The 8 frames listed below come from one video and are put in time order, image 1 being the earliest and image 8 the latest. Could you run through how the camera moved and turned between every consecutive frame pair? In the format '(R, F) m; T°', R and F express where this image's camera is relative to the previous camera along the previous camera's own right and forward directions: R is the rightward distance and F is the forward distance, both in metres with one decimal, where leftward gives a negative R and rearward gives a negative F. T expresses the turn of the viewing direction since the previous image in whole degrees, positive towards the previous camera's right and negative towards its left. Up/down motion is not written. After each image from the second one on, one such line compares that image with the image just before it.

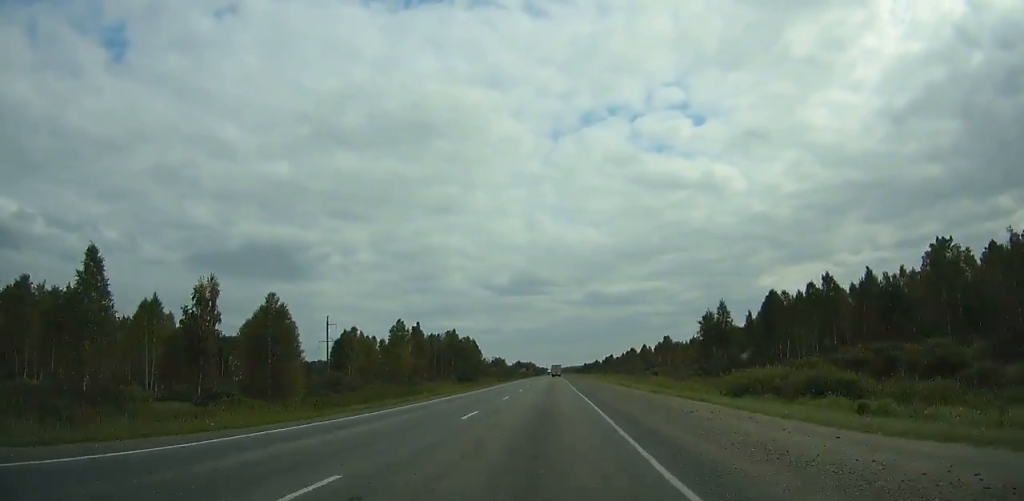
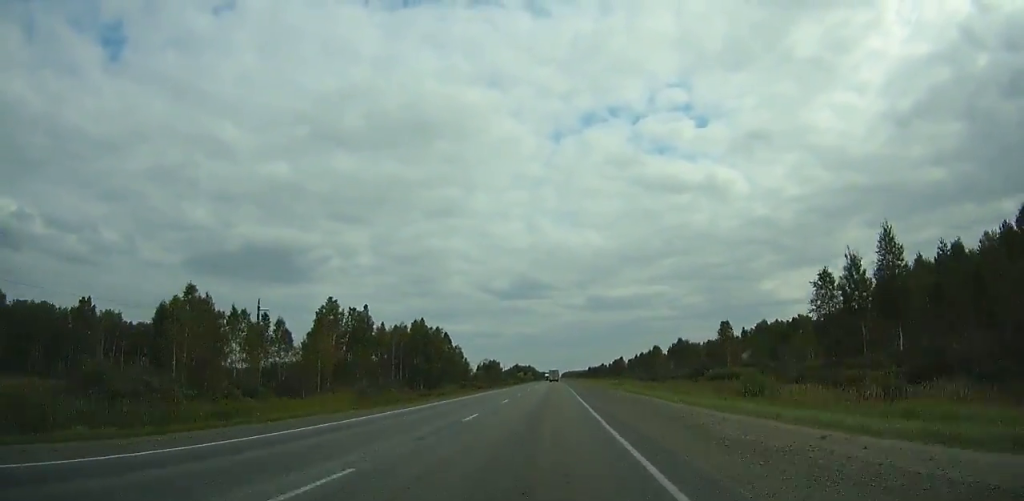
(0.0, +46.8) m; 0°
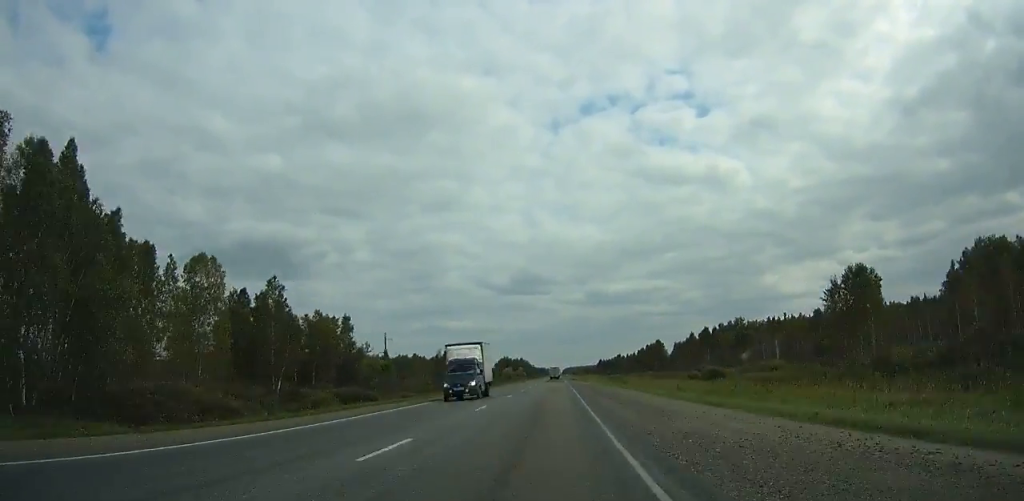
(0.0, +111.5) m; 0°
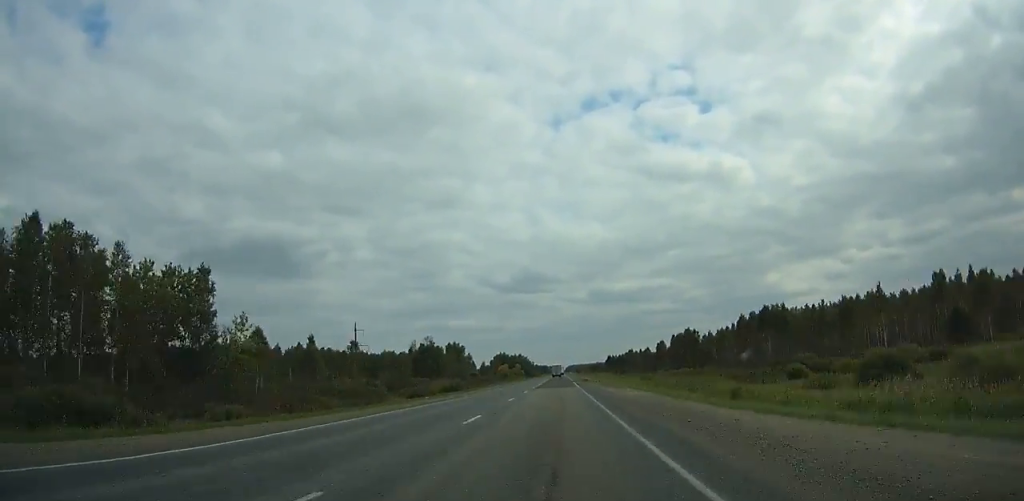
(0.0, +41.5) m; 0°
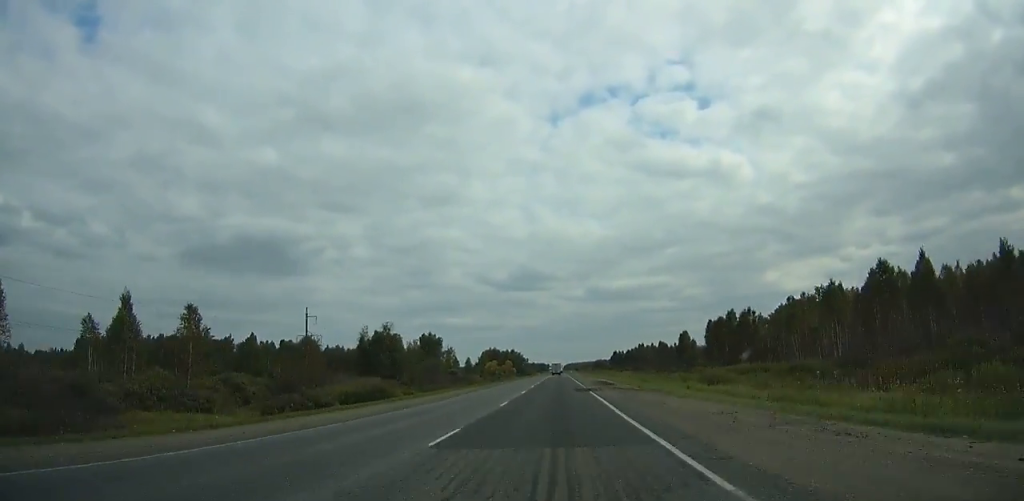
(-0.3, +41.3) m; 0°
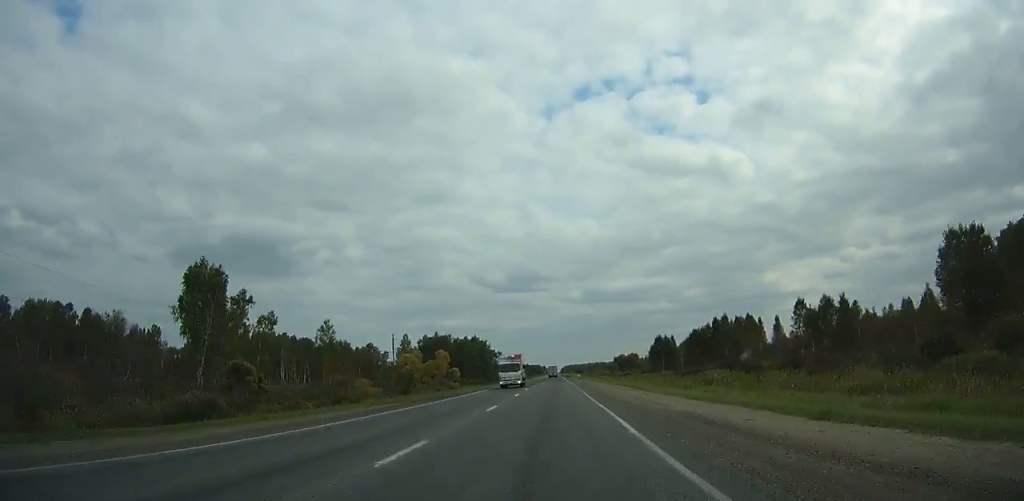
(+1.0, +123.0) m; +1°
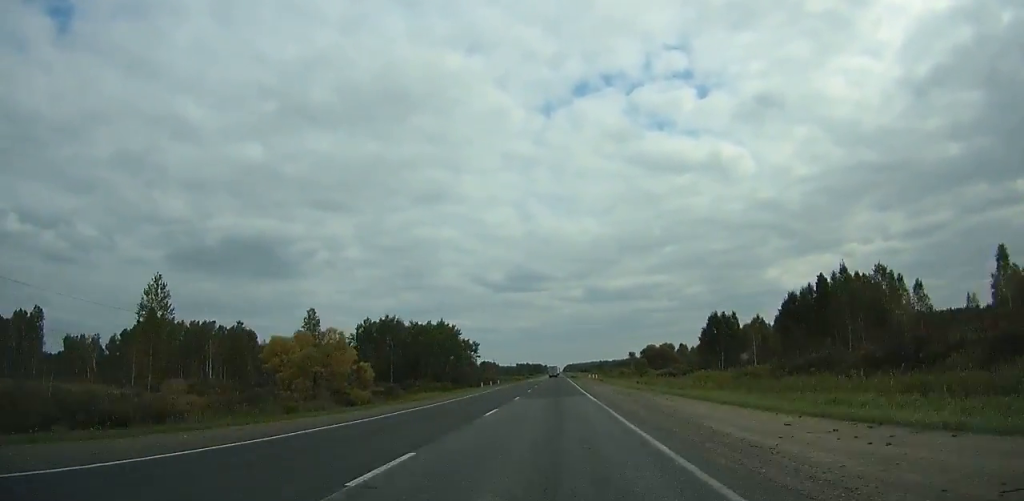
(0.0, +49.9) m; 0°
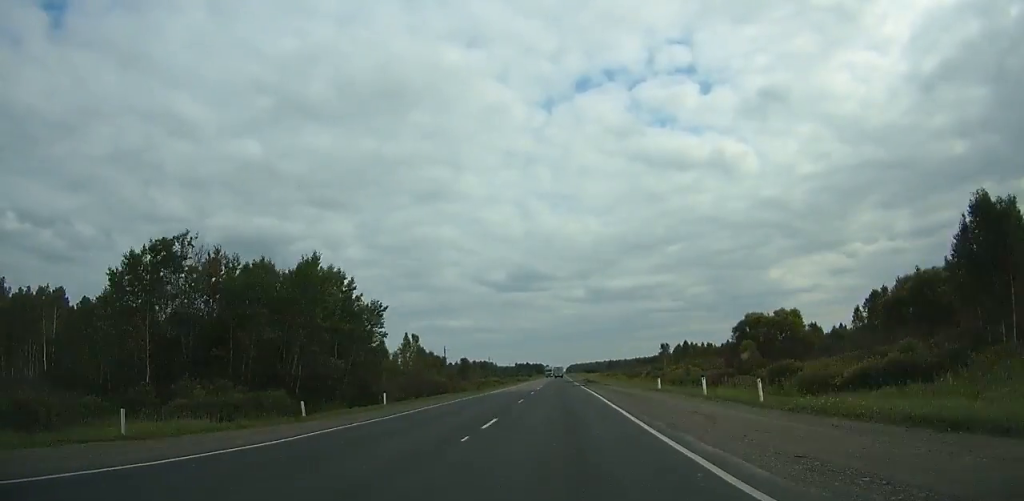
(-0.2, +63.2) m; 0°
